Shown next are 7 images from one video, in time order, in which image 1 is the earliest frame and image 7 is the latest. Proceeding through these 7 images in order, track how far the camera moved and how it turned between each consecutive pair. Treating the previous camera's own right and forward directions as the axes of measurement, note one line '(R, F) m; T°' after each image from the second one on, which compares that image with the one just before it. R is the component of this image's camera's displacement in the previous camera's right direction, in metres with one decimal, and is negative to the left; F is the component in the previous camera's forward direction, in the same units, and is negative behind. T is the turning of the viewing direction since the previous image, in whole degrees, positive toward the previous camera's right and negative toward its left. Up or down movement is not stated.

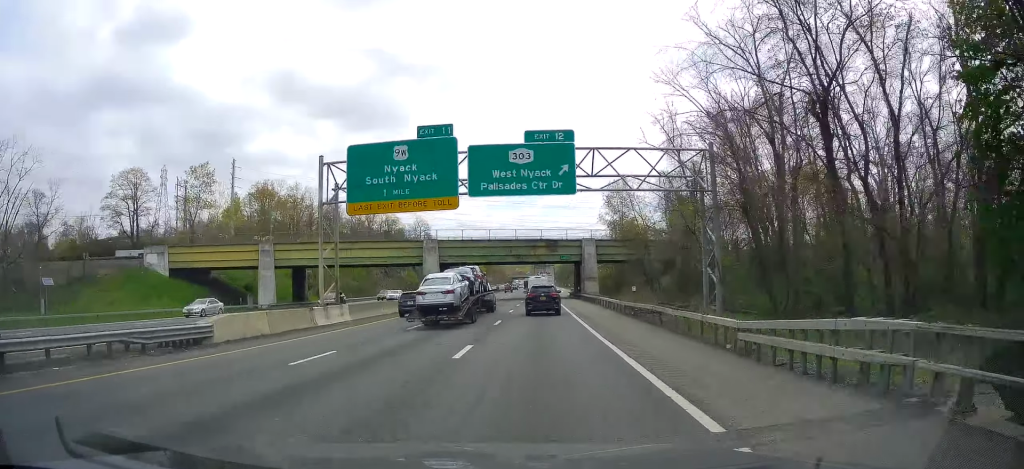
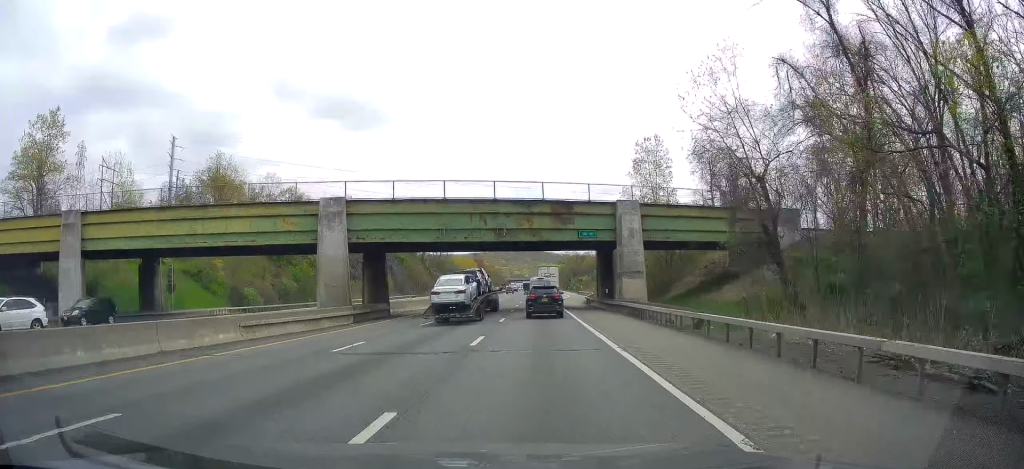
(+0.6, +33.6) m; 0°
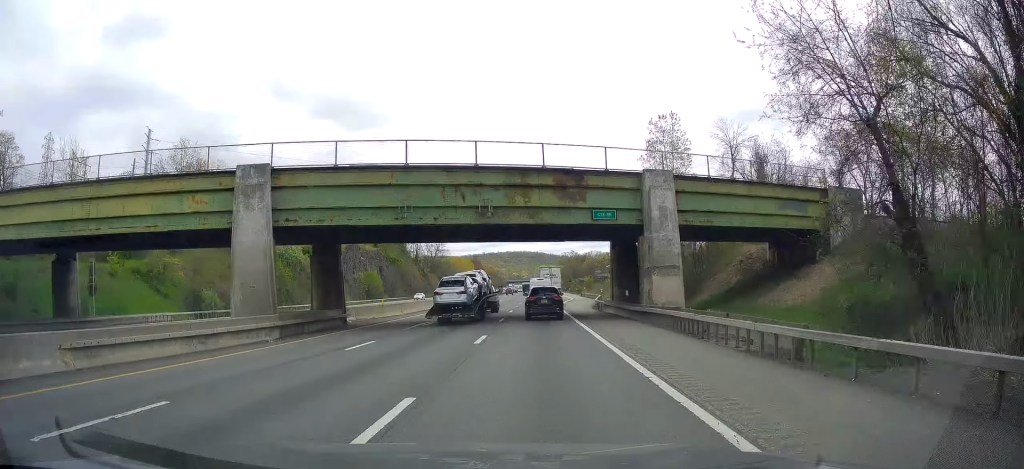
(-0.2, +10.9) m; -1°
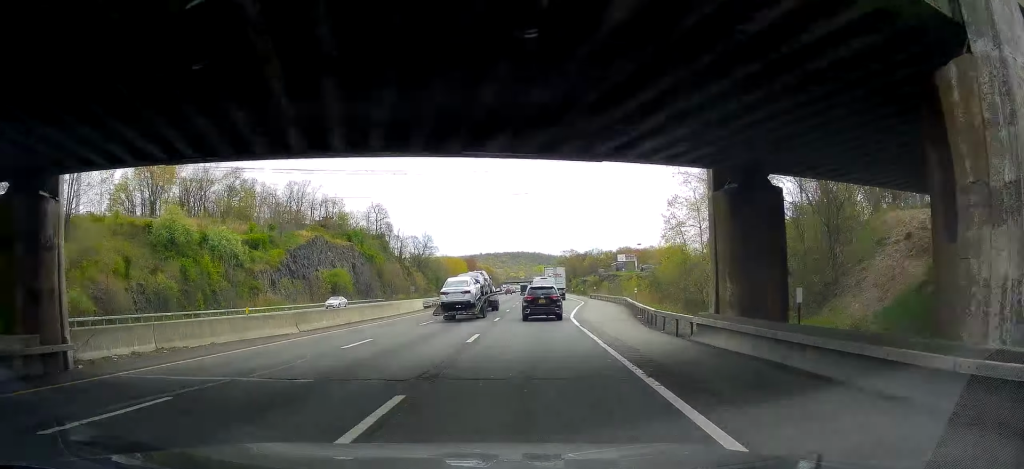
(-0.3, +24.3) m; 0°
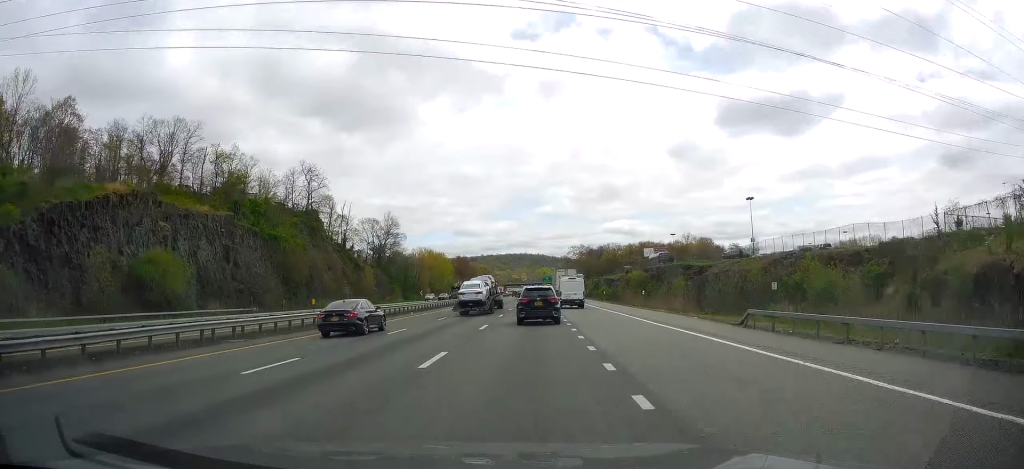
(+2.7, +67.0) m; +2°
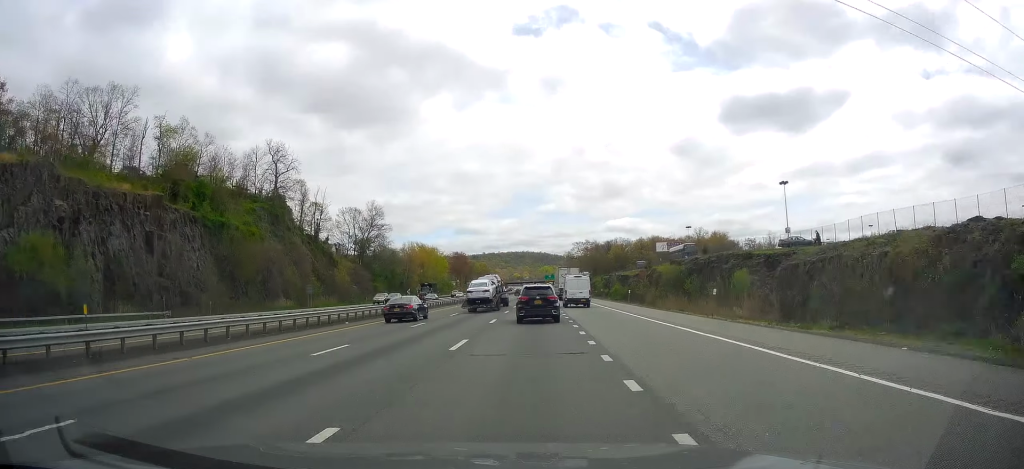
(-0.8, +20.6) m; -2°
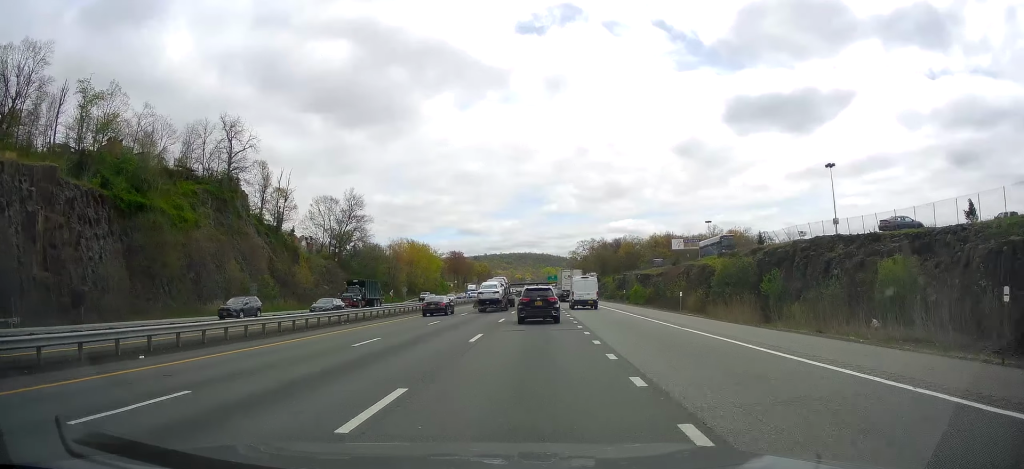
(-0.1, +21.5) m; +1°
